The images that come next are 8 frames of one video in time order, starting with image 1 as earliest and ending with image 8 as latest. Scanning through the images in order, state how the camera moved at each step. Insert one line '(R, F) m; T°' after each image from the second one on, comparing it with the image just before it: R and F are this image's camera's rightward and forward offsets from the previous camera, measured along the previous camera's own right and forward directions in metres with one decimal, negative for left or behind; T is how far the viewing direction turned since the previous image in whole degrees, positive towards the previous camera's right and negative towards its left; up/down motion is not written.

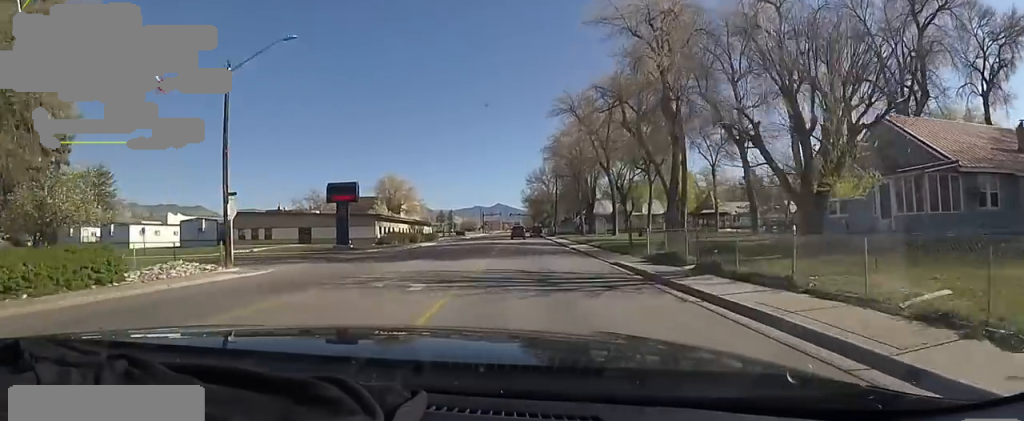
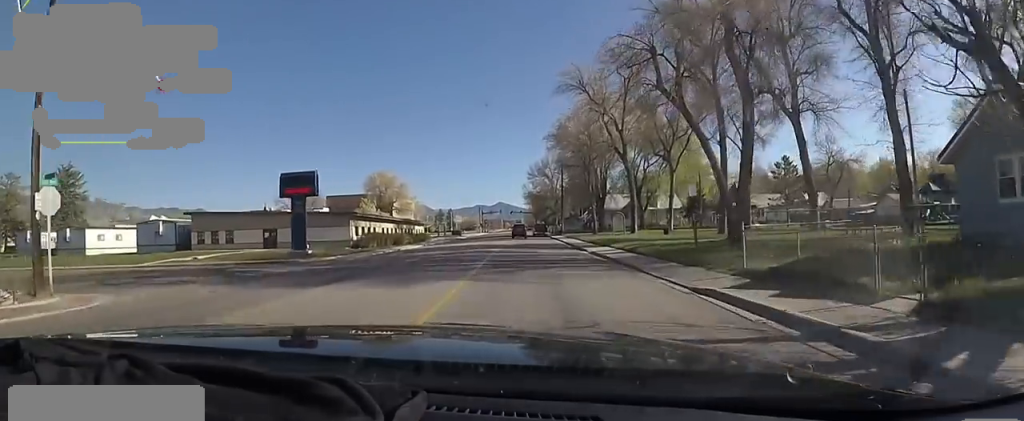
(0.0, +9.4) m; 0°
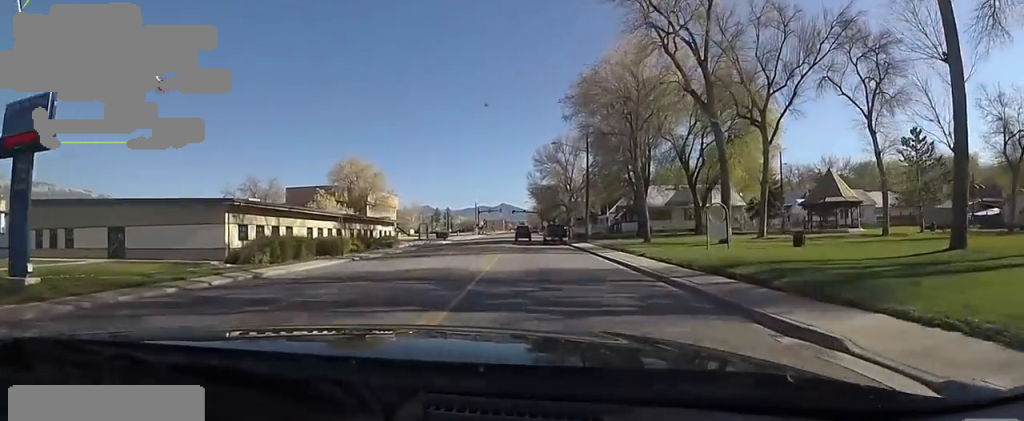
(0.0, +23.3) m; 0°
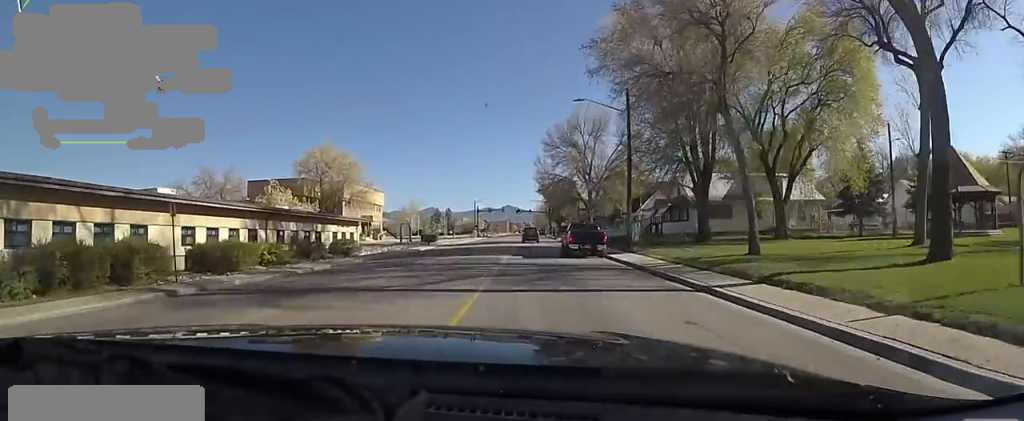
(-0.1, +16.7) m; 0°
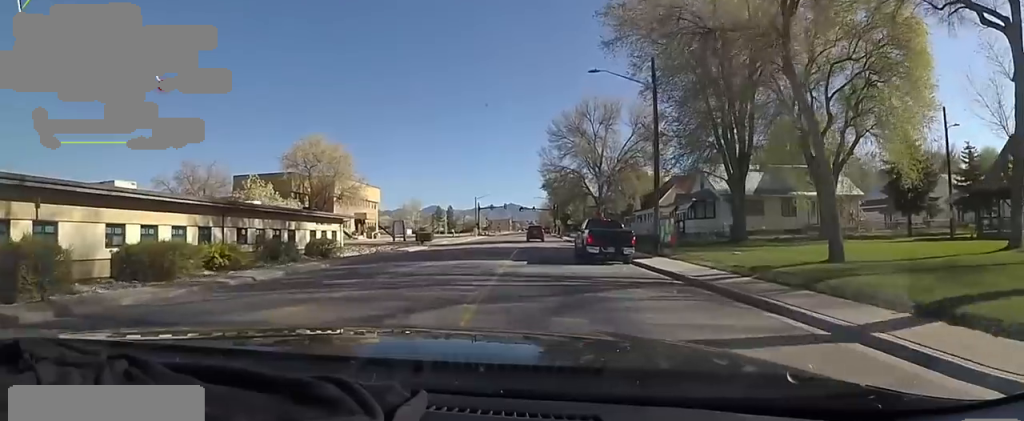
(0.0, +5.6) m; 0°
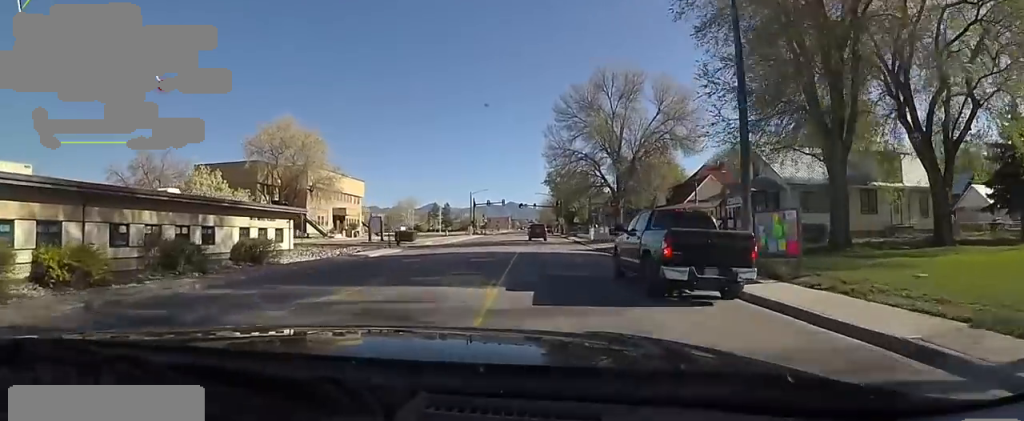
(0.0, +10.3) m; 0°
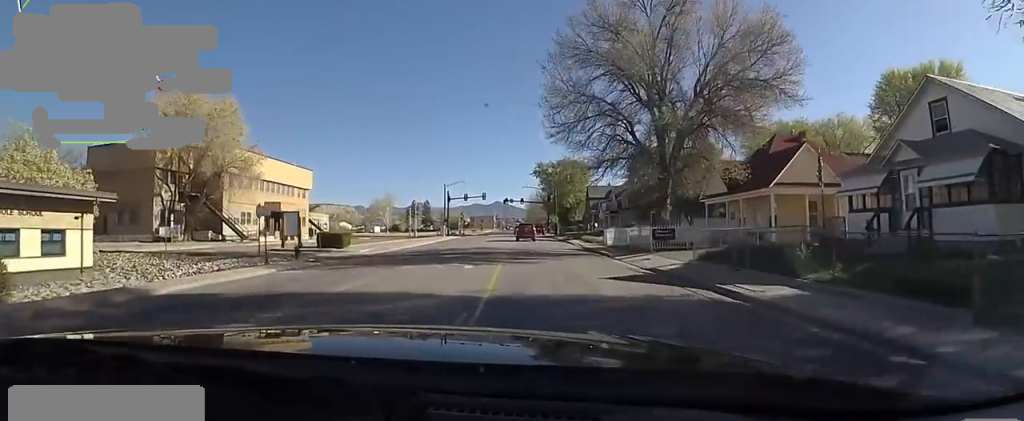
(0.0, +17.2) m; 0°
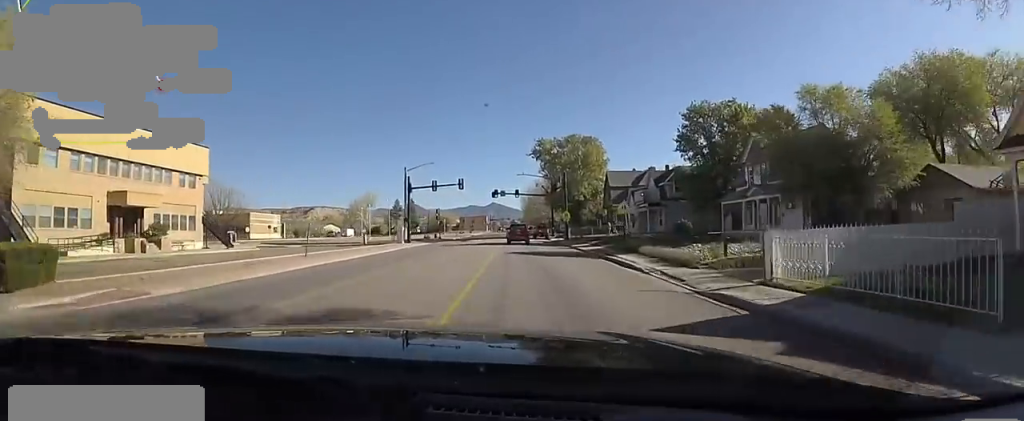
(0.0, +24.5) m; 0°
